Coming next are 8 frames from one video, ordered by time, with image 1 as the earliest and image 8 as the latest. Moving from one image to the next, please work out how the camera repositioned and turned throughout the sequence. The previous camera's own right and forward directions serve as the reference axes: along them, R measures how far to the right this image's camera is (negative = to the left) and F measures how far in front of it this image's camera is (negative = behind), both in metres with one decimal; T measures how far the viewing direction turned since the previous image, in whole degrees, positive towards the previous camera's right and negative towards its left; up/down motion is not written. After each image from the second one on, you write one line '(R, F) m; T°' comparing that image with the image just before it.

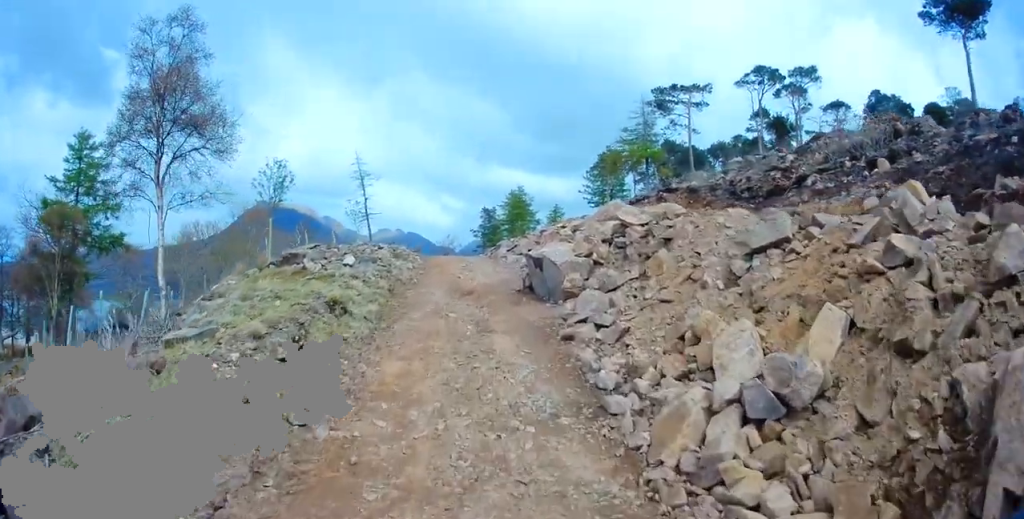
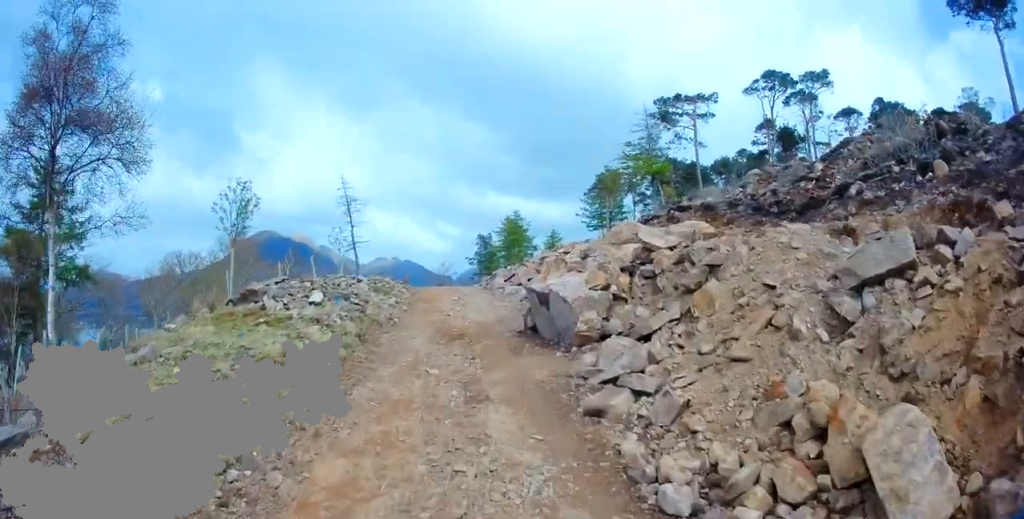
(+0.1, +2.5) m; +5°
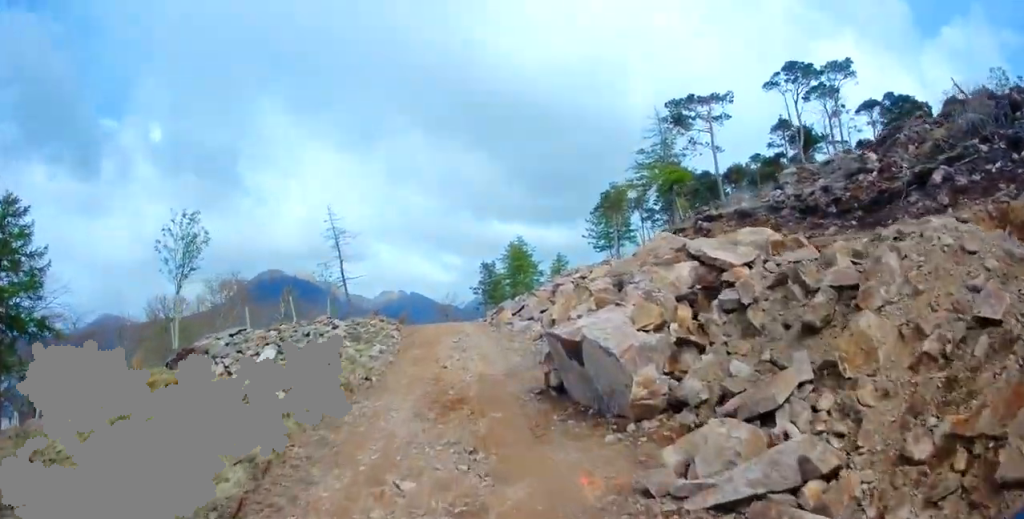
(+0.2, +3.3) m; +1°
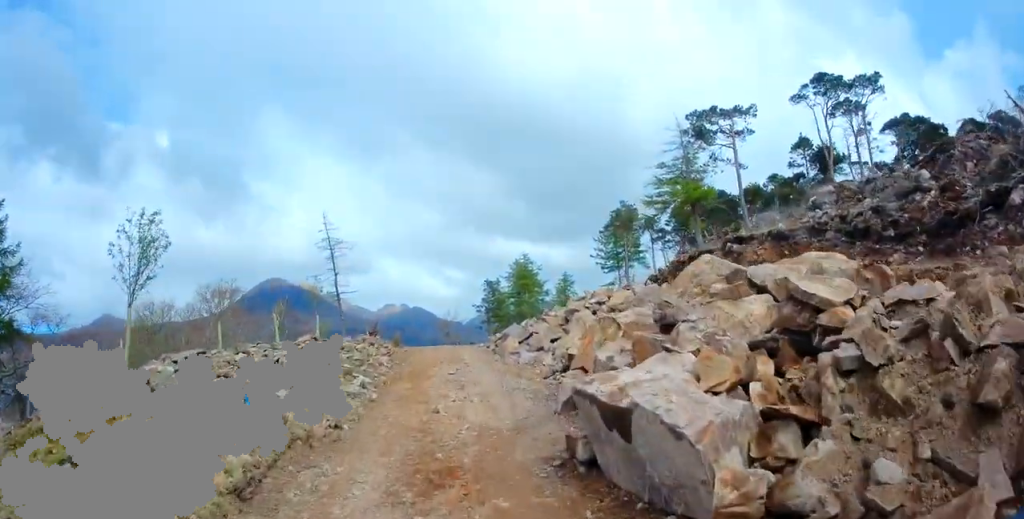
(0.0, +2.1) m; -2°
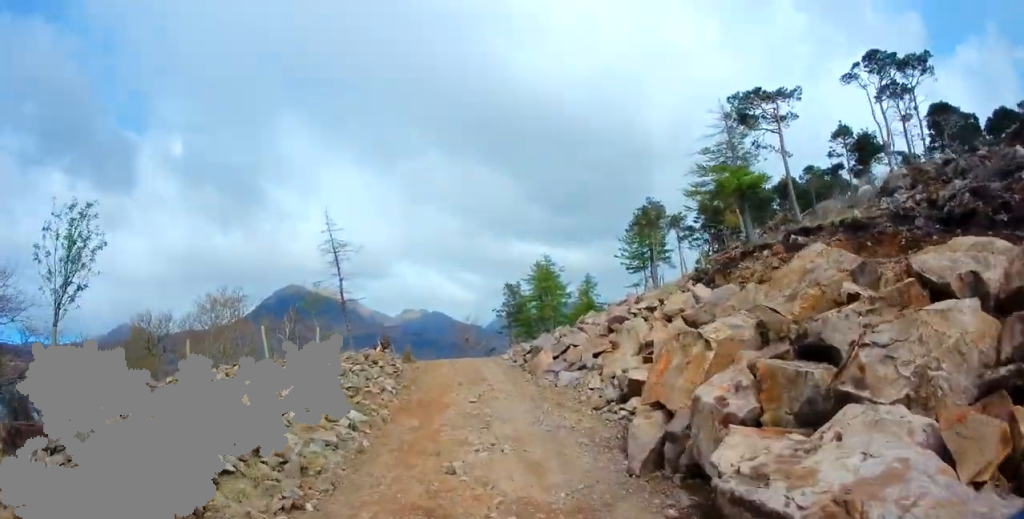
(-0.1, +3.0) m; -7°
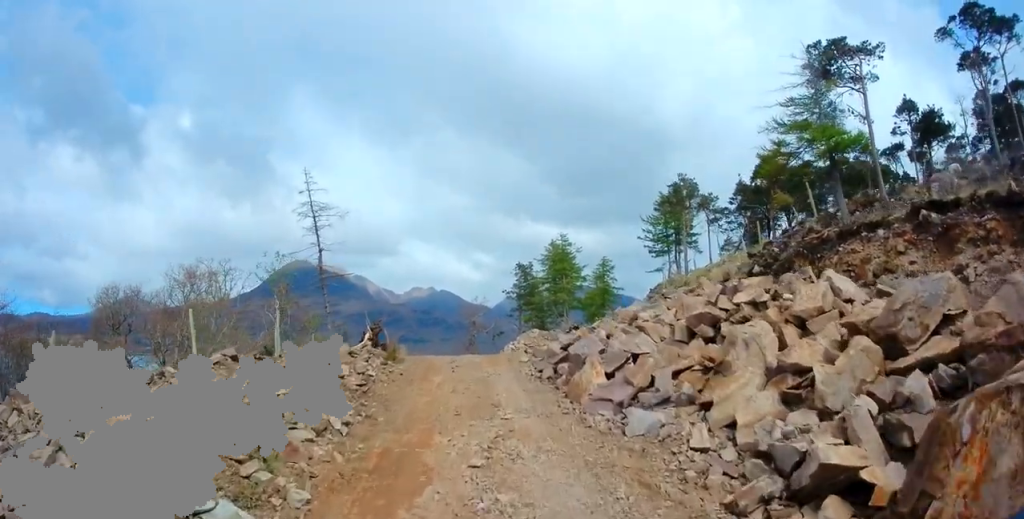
(-0.4, +5.7) m; 0°
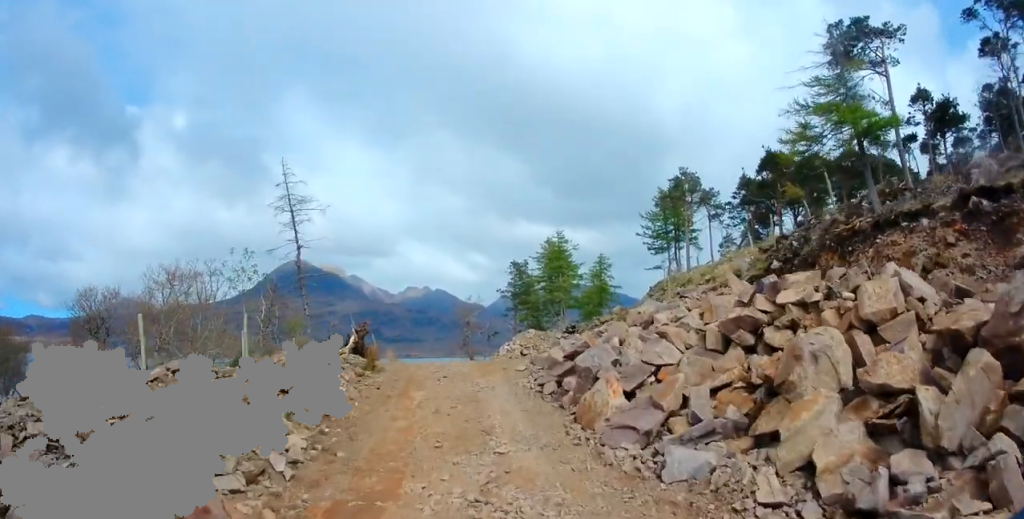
(+0.2, +1.8) m; +2°
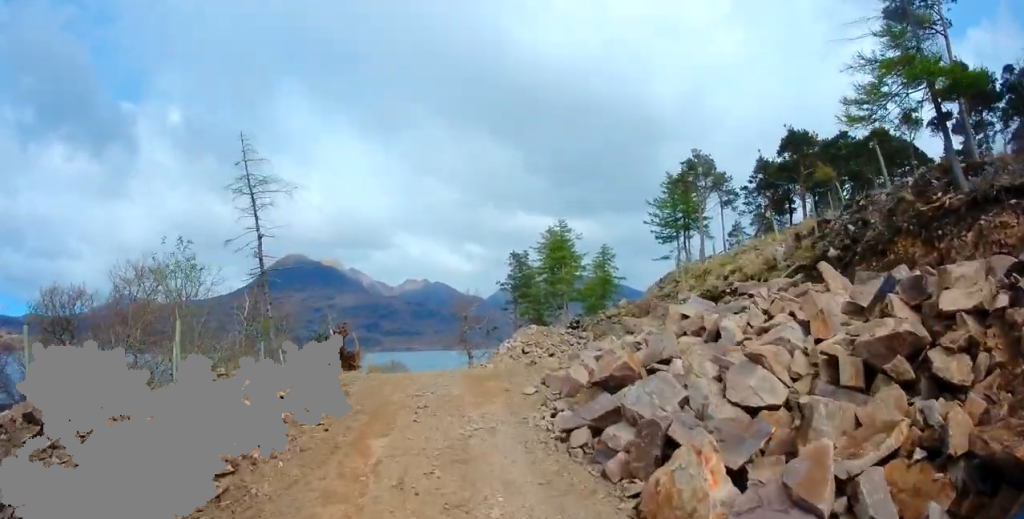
(0.0, +3.6) m; -1°
